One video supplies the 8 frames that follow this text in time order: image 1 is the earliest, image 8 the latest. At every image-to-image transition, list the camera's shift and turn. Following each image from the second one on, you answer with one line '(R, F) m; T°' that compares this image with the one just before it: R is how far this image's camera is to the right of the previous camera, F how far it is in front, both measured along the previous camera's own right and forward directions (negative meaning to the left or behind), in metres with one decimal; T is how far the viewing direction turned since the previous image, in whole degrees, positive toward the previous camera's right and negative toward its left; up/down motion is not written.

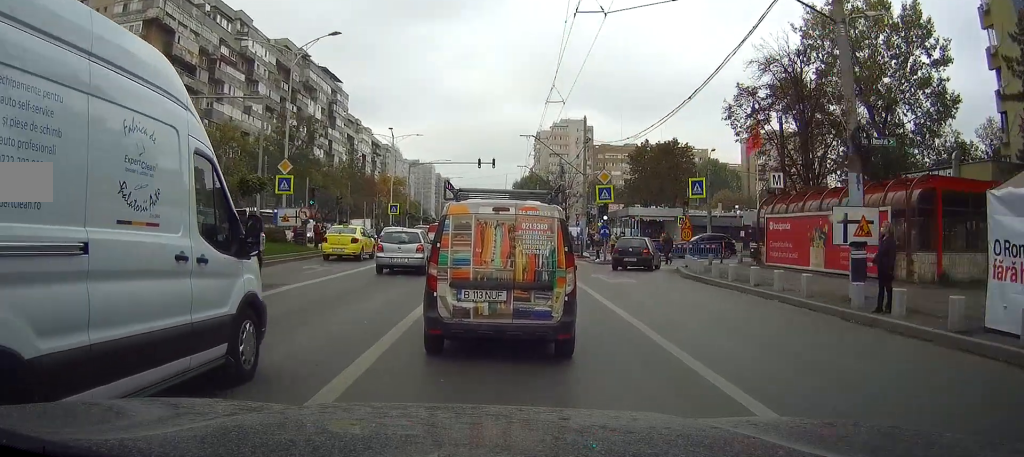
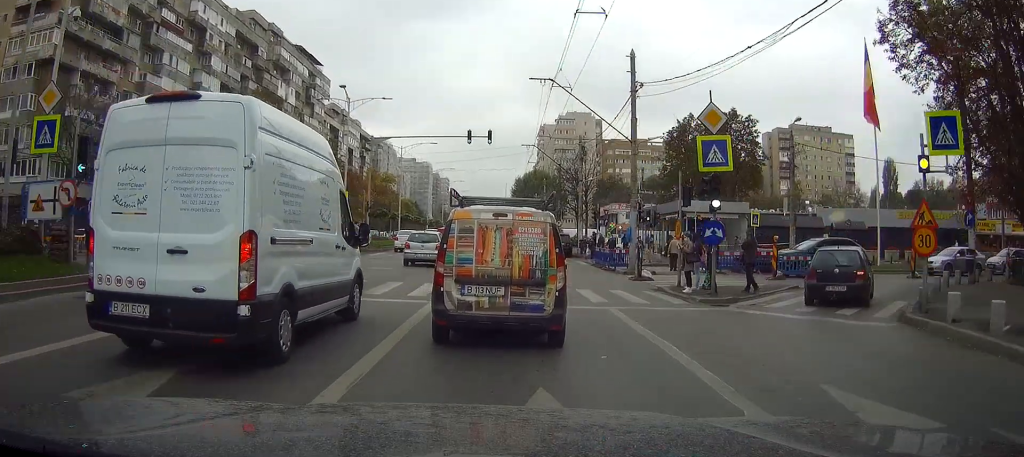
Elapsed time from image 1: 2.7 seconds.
(+0.7, +20.2) m; +3°
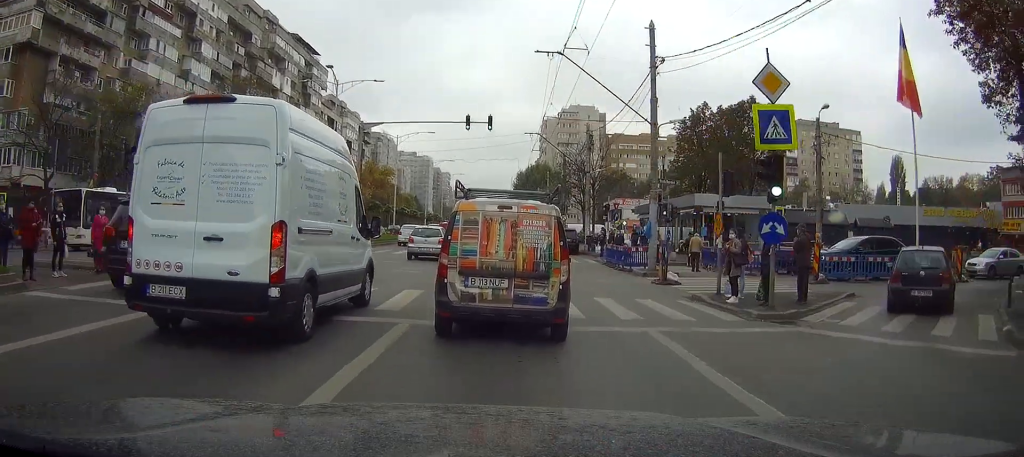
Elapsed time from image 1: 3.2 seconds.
(+0.1, +4.1) m; +1°
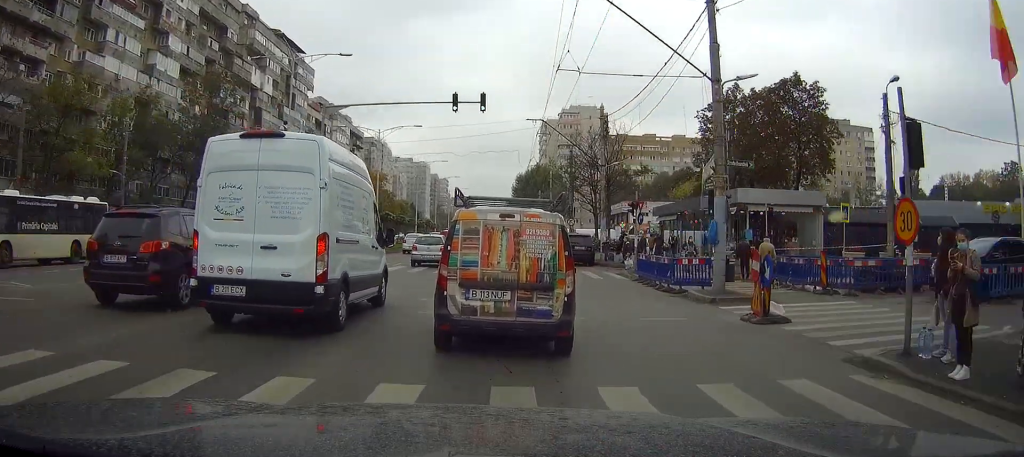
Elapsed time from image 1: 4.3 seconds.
(0.0, +9.2) m; 0°
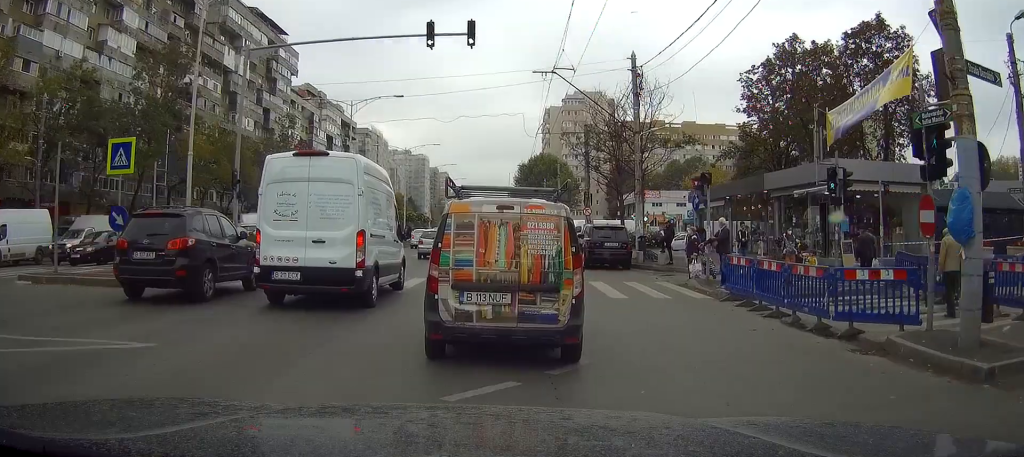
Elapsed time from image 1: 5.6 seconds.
(+0.1, +11.6) m; -1°
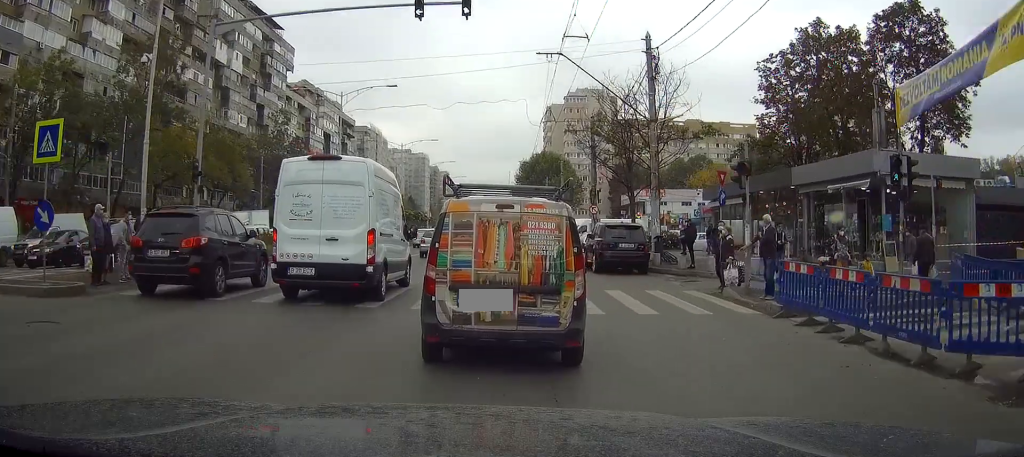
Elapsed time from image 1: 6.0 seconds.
(-0.1, +3.5) m; -1°
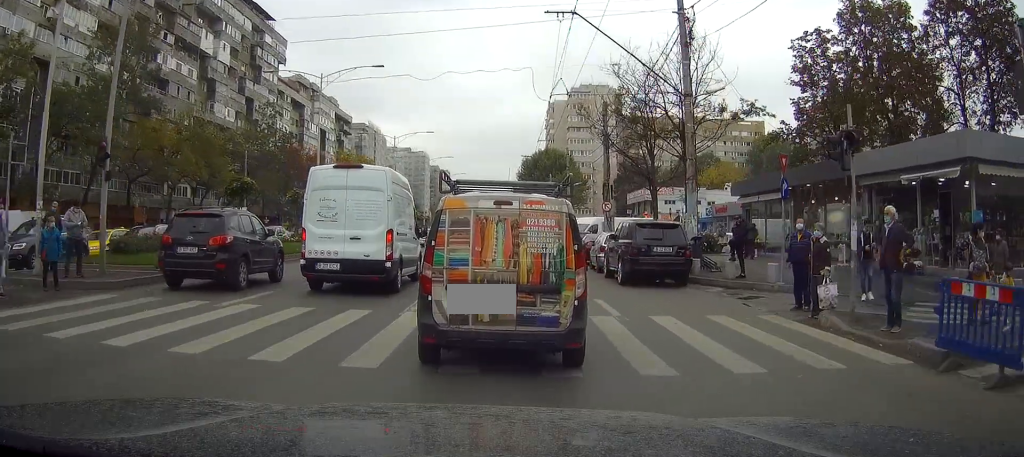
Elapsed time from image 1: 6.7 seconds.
(-0.1, +5.9) m; -1°
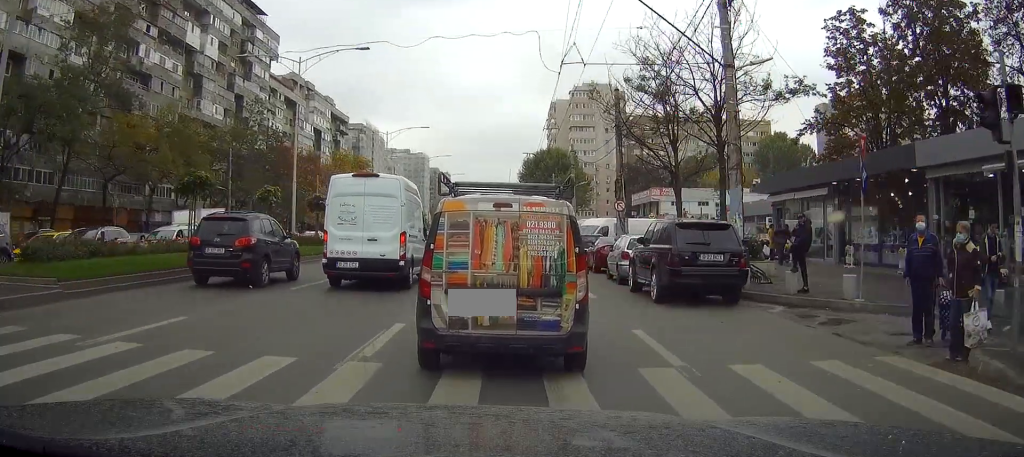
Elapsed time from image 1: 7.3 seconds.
(0.0, +4.8) m; 0°
